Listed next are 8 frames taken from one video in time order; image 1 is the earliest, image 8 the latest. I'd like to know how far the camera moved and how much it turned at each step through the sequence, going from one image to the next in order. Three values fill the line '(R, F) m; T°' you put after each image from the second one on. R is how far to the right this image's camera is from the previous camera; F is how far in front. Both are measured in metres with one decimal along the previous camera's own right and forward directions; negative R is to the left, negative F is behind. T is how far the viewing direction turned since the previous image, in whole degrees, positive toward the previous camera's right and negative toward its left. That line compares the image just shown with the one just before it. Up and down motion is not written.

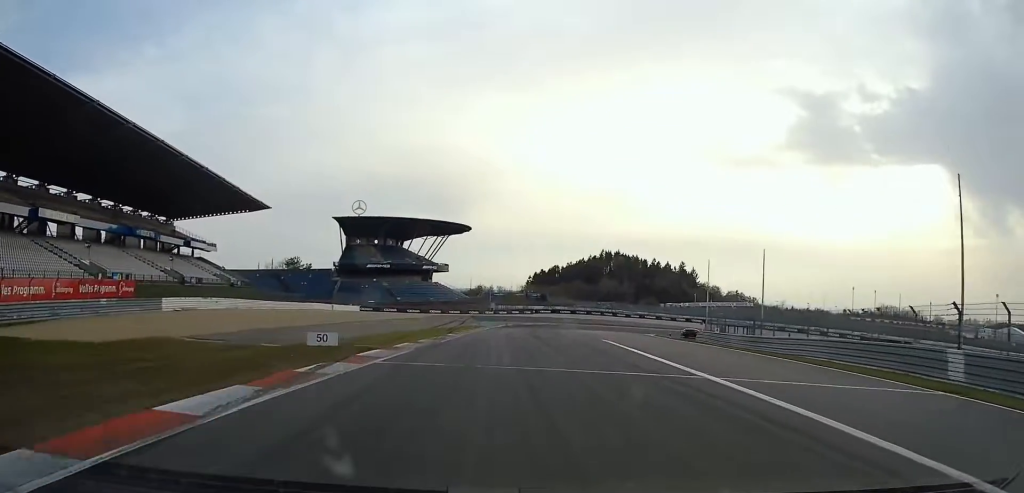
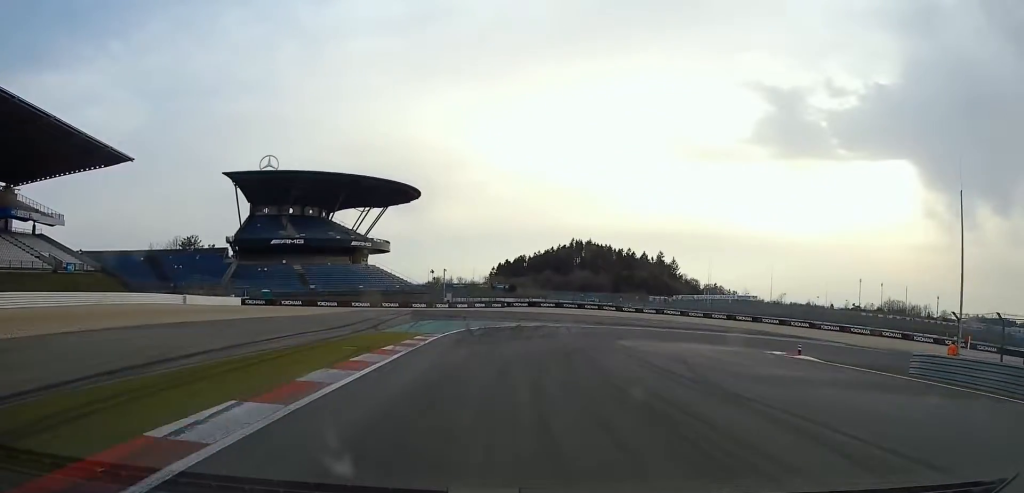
(+1.9, +51.0) m; +7°
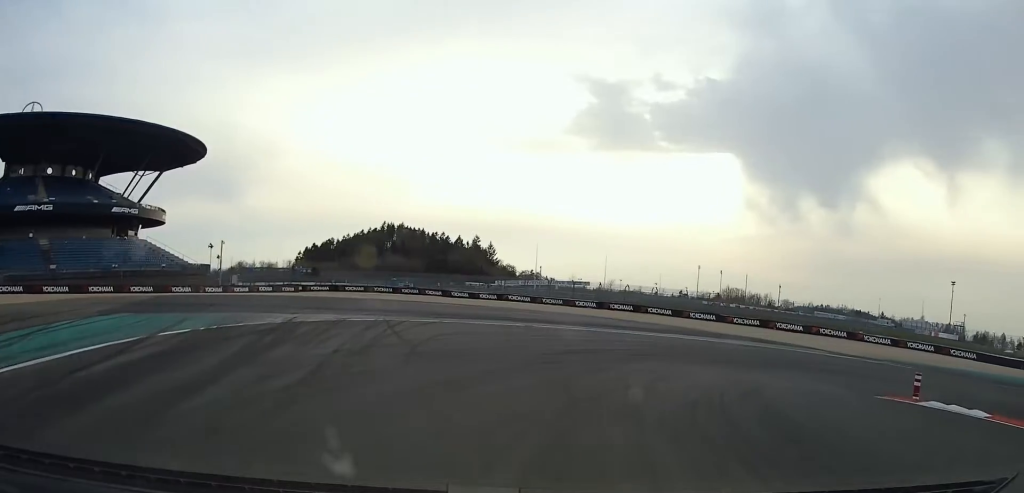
(+4.1, +28.1) m; +26°
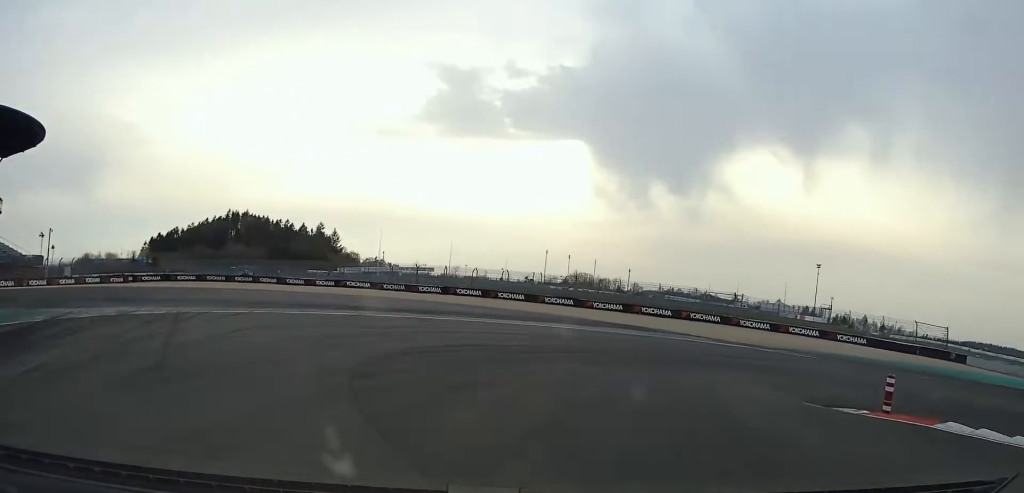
(+0.2, +6.4) m; +12°
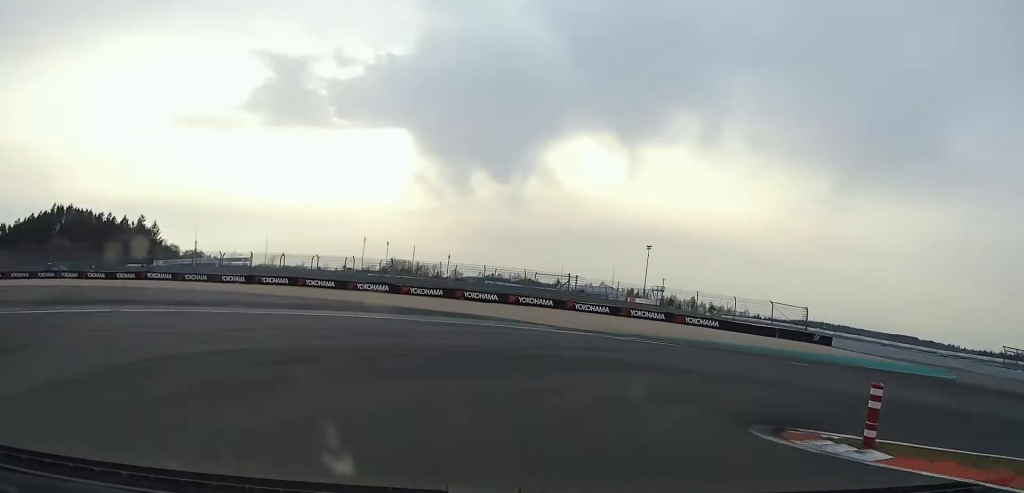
(+1.2, +6.5) m; +18°
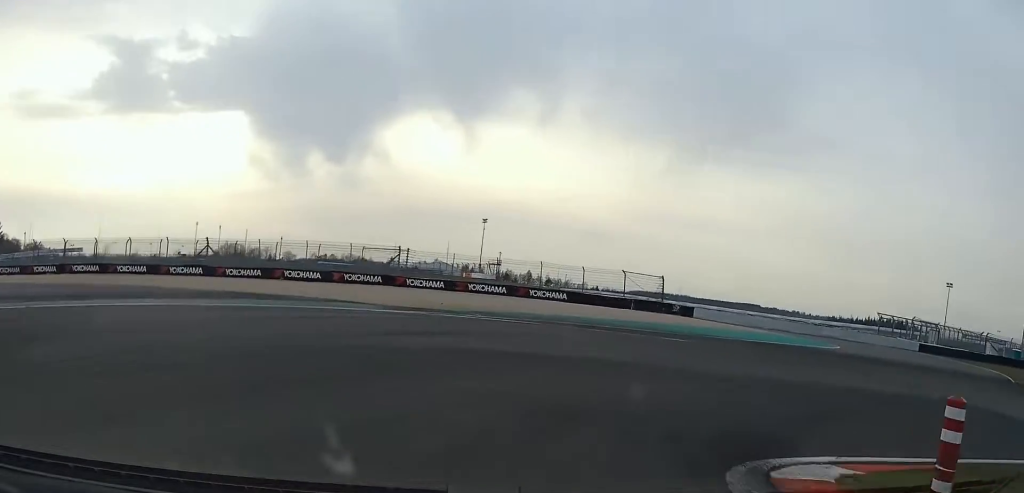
(-0.4, +5.8) m; +16°
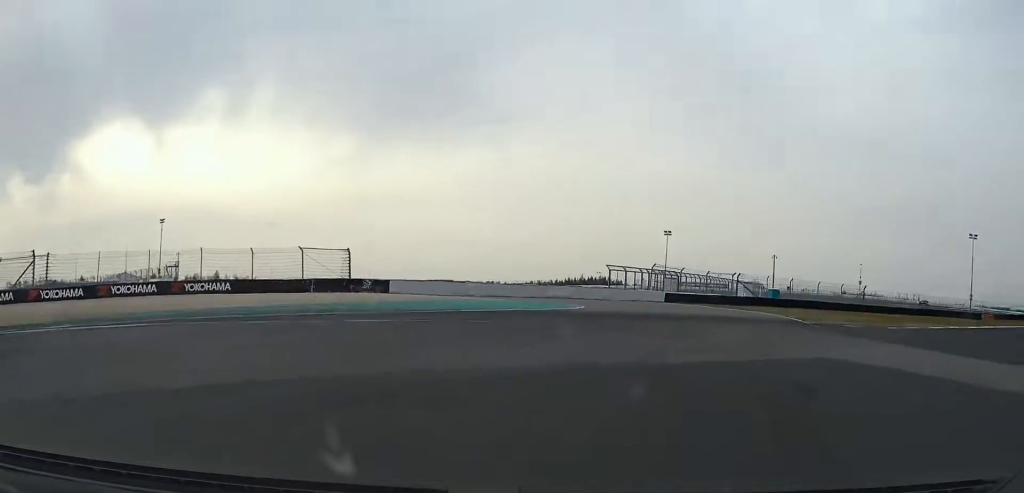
(+4.1, +11.4) m; +30°
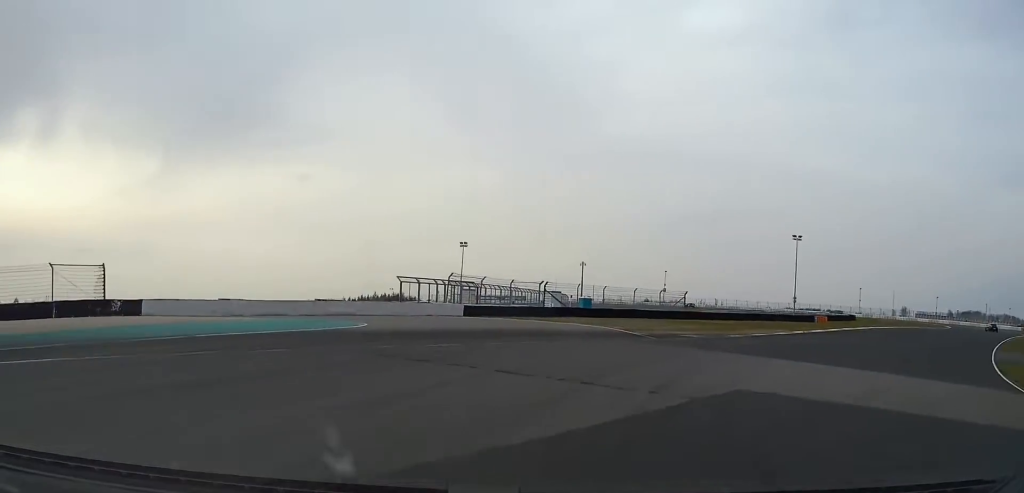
(+1.6, +8.2) m; +13°
